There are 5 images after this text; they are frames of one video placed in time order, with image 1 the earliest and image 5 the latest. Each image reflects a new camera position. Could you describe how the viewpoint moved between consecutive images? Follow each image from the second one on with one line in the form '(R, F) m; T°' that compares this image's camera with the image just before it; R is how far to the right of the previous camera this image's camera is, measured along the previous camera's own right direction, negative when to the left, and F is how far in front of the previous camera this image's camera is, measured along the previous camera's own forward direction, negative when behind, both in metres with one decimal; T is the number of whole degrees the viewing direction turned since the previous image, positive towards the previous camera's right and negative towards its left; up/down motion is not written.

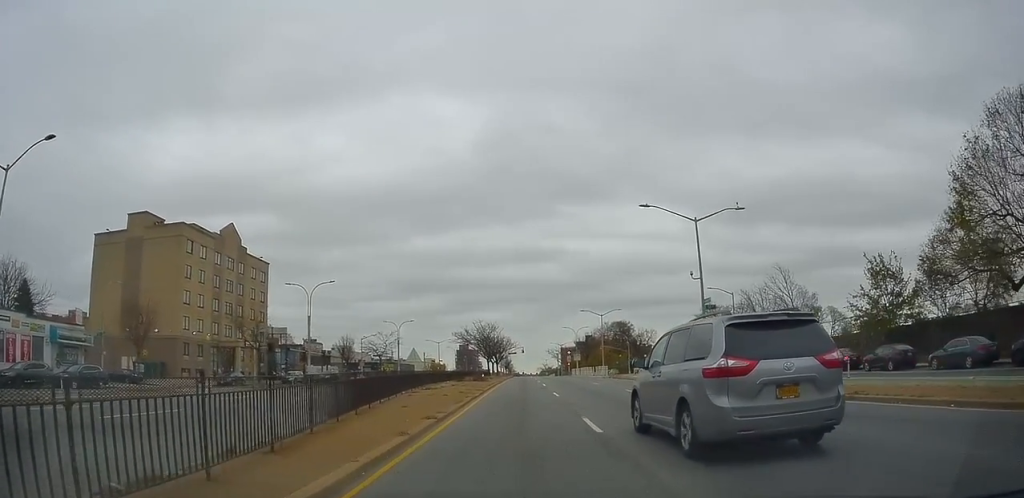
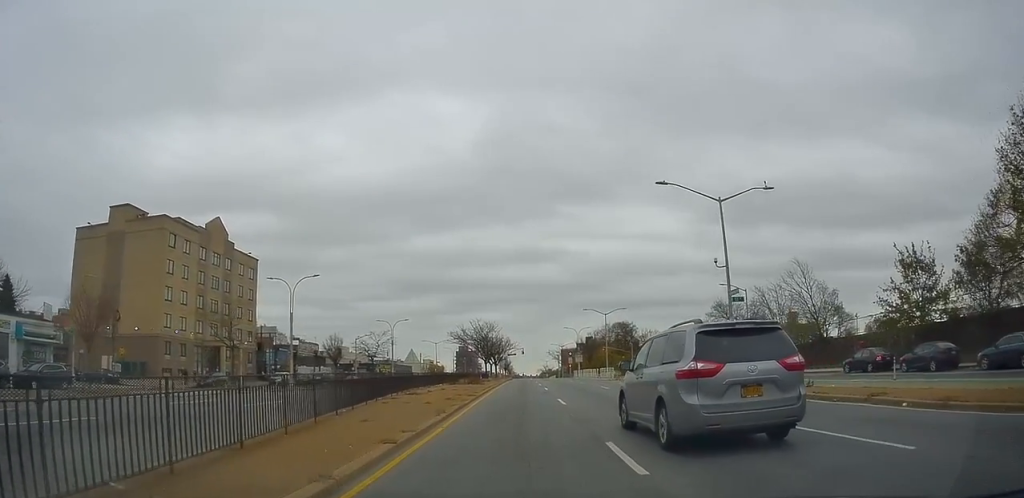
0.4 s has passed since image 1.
(0.0, +4.0) m; +1°
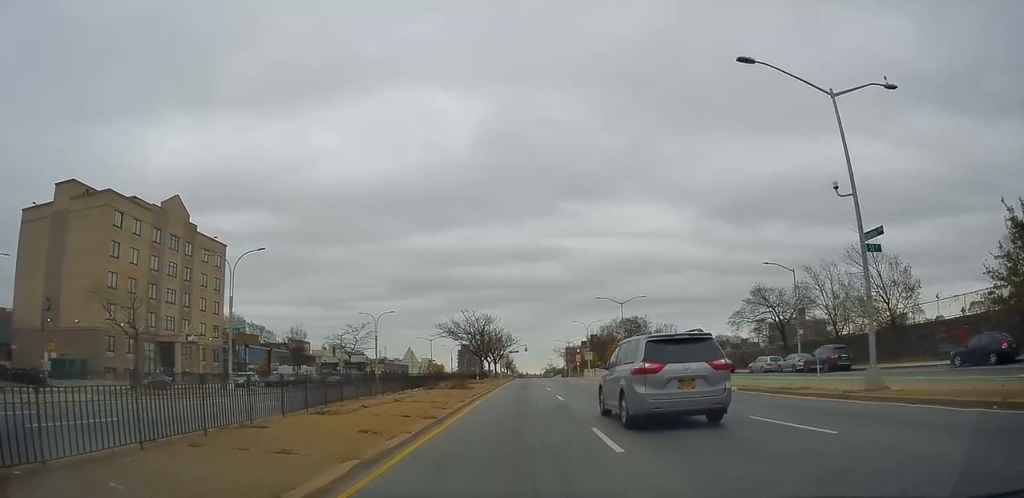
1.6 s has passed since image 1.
(0.0, +11.0) m; -4°
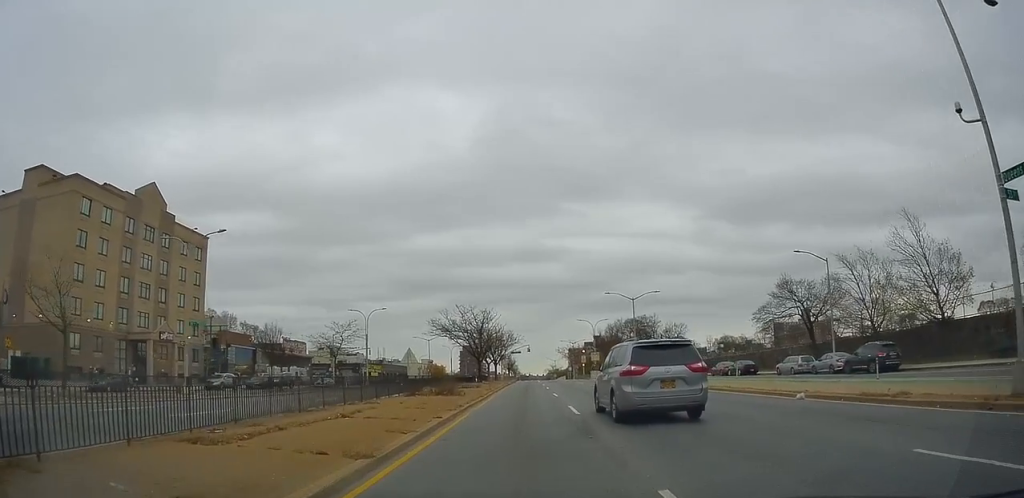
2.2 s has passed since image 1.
(-0.6, +5.8) m; 0°
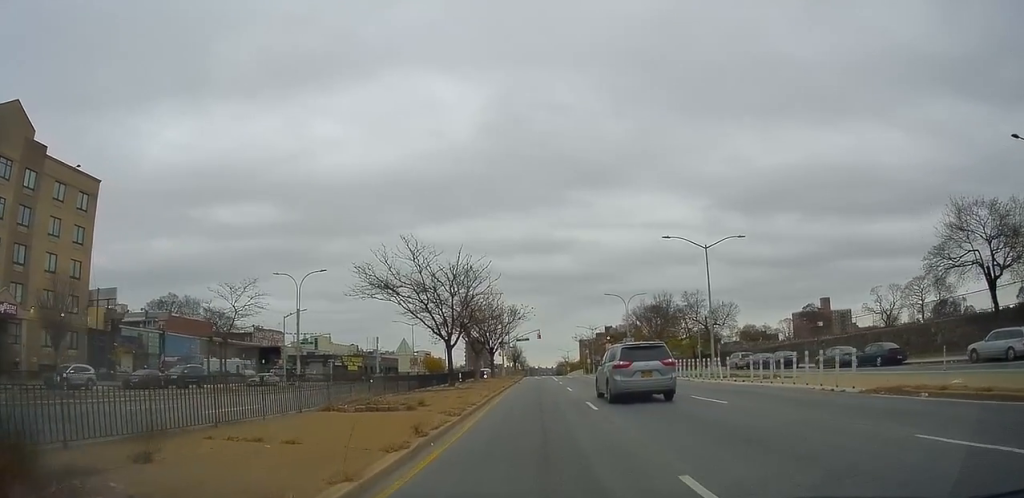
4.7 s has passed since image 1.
(+0.9, +23.4) m; 0°
